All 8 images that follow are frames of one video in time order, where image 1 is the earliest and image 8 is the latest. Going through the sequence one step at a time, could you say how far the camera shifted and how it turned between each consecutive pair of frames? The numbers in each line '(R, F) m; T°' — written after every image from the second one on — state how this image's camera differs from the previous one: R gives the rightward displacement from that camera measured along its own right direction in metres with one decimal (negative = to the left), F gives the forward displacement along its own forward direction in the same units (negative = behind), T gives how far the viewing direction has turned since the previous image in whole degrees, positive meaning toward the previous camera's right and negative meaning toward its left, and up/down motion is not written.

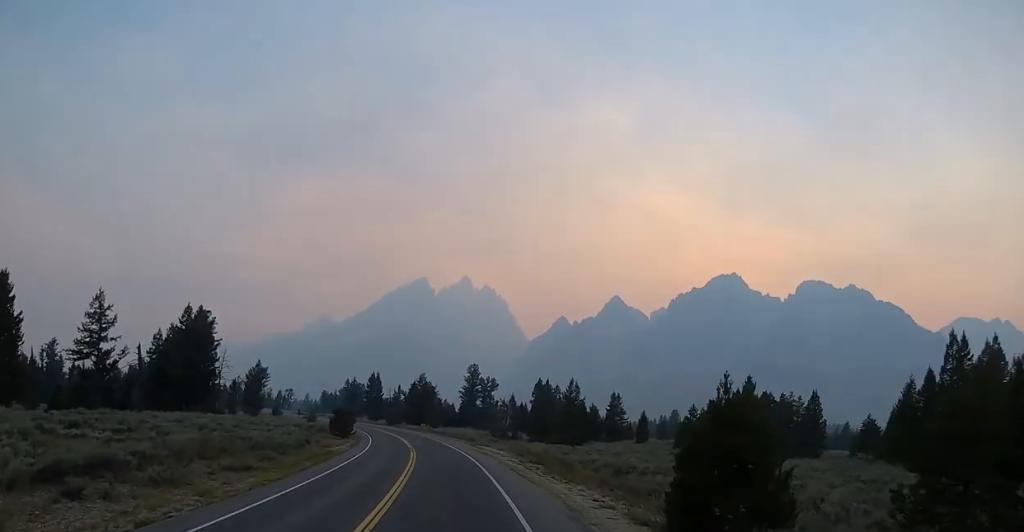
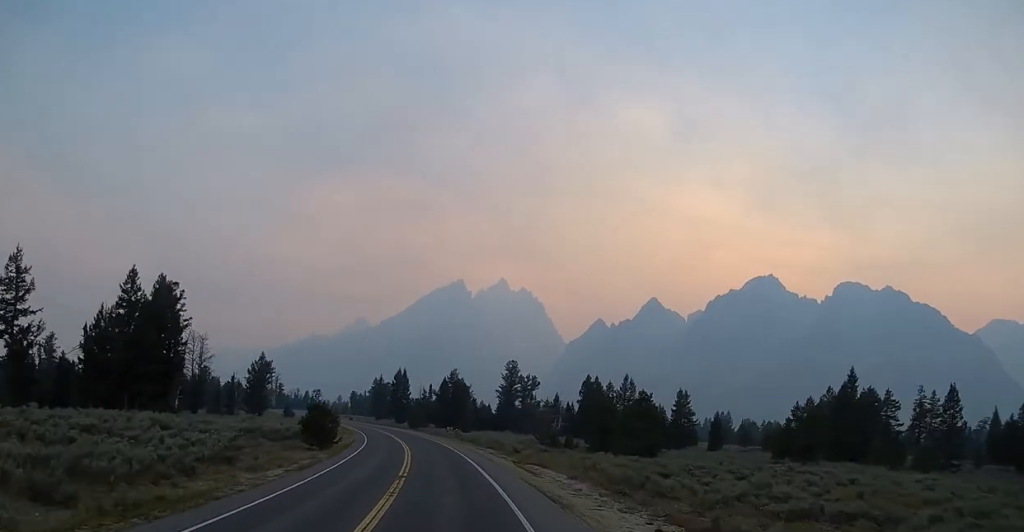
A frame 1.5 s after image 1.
(-0.6, +25.9) m; -3°
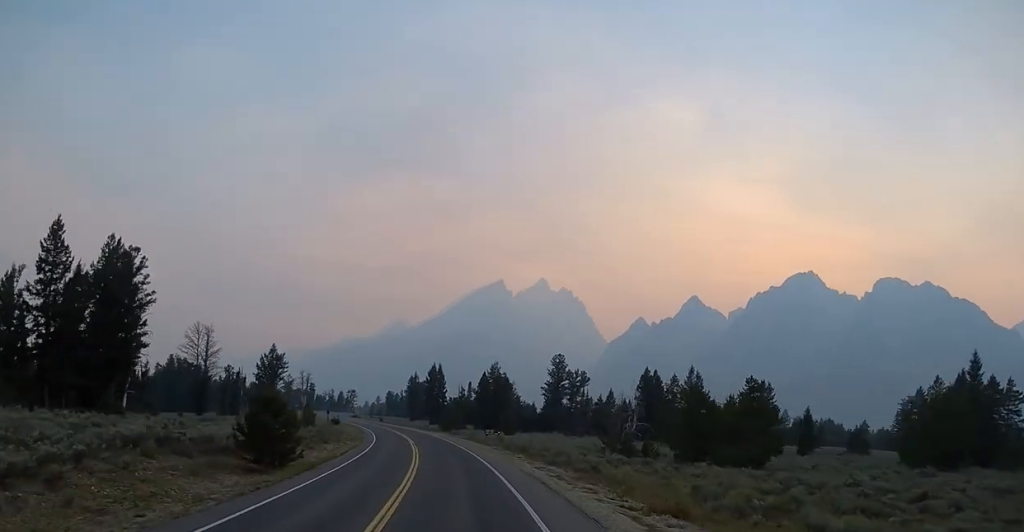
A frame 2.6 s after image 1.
(-0.5, +21.5) m; -2°
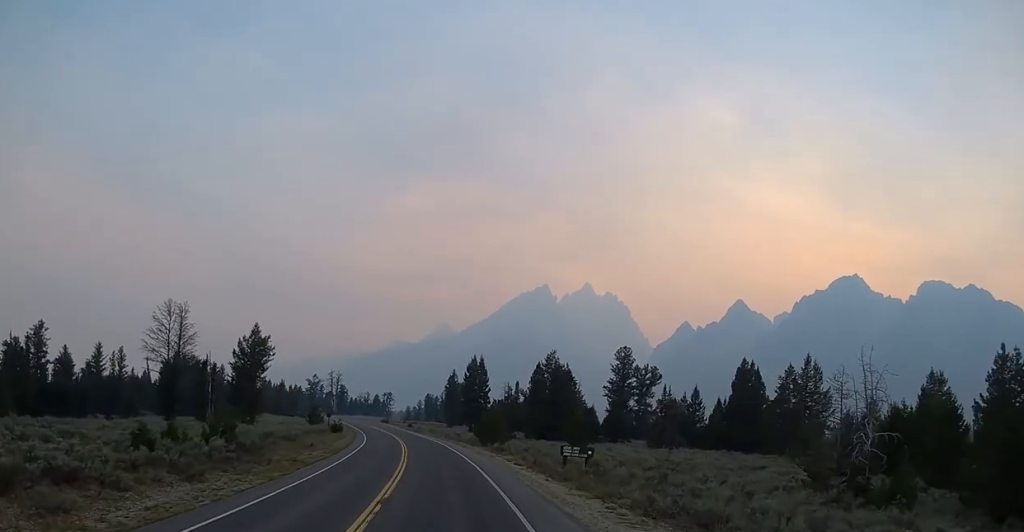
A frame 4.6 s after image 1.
(-1.2, +34.6) m; -5°
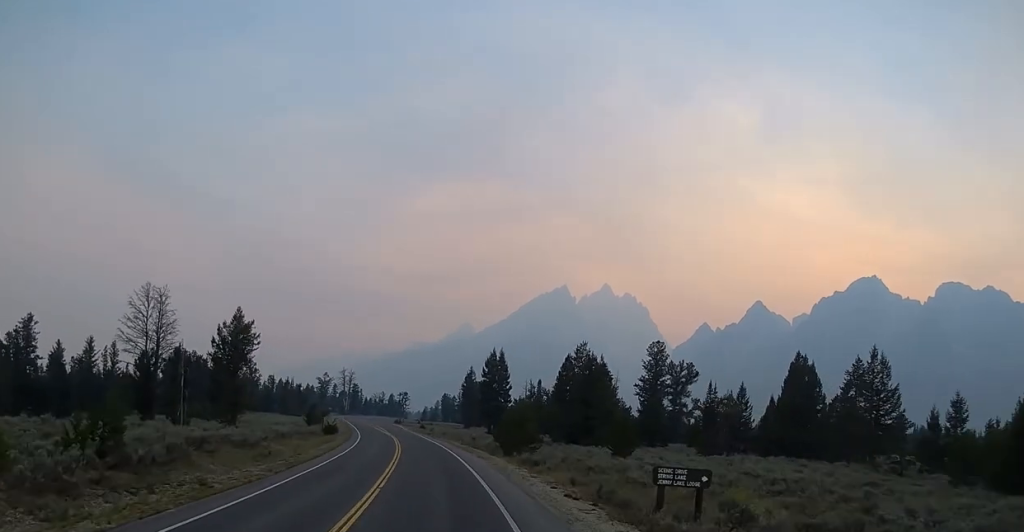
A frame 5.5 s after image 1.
(-0.5, +15.0) m; -2°
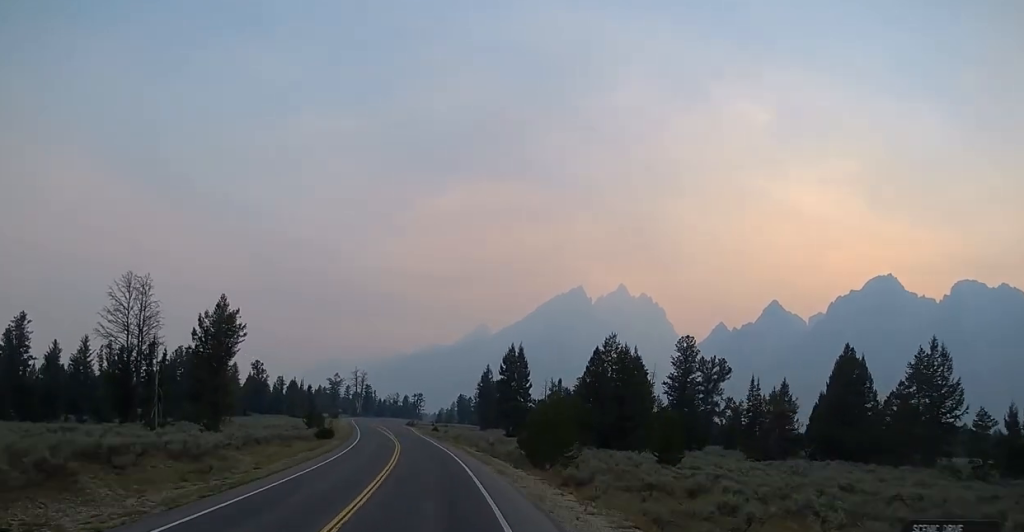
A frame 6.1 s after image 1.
(-0.1, +10.8) m; -2°
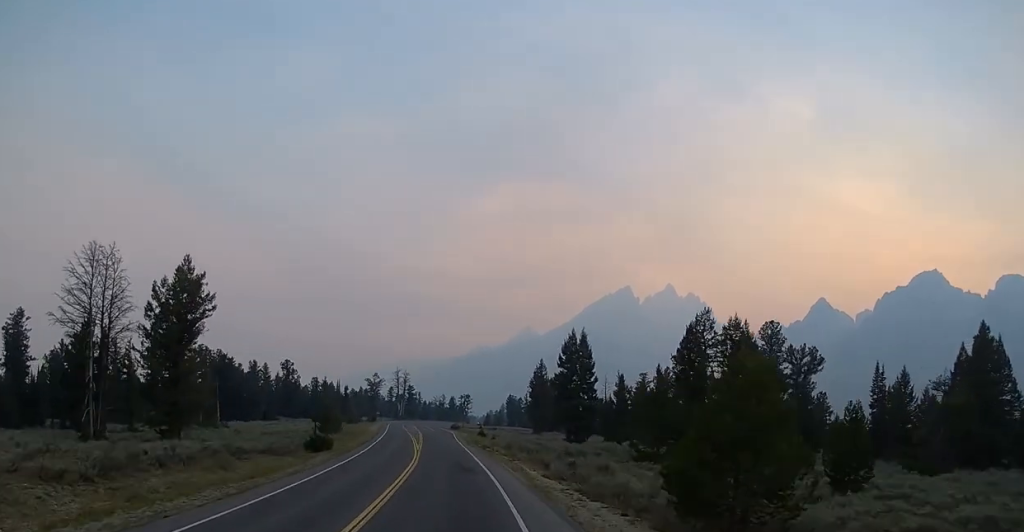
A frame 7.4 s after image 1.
(-0.4, +22.7) m; -2°
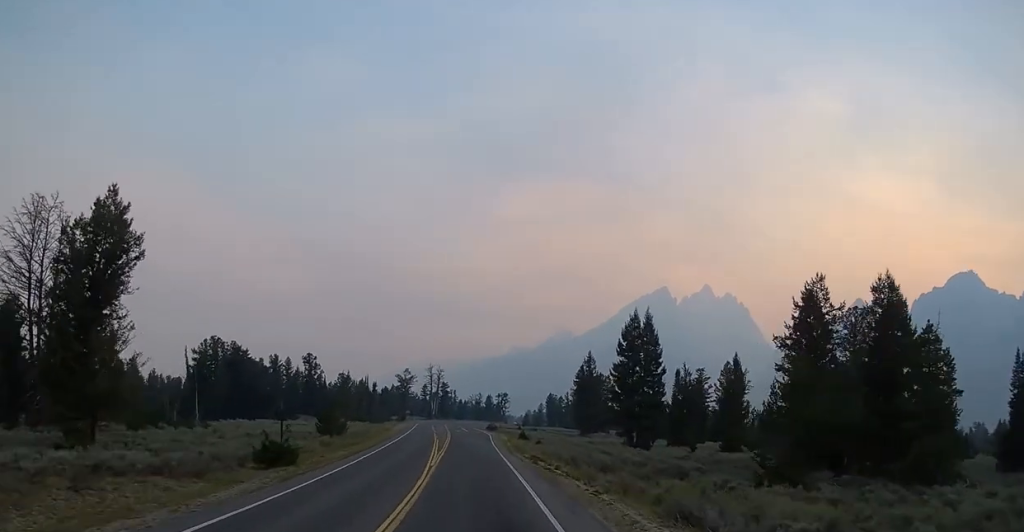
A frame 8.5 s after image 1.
(-0.4, +18.4) m; -2°
